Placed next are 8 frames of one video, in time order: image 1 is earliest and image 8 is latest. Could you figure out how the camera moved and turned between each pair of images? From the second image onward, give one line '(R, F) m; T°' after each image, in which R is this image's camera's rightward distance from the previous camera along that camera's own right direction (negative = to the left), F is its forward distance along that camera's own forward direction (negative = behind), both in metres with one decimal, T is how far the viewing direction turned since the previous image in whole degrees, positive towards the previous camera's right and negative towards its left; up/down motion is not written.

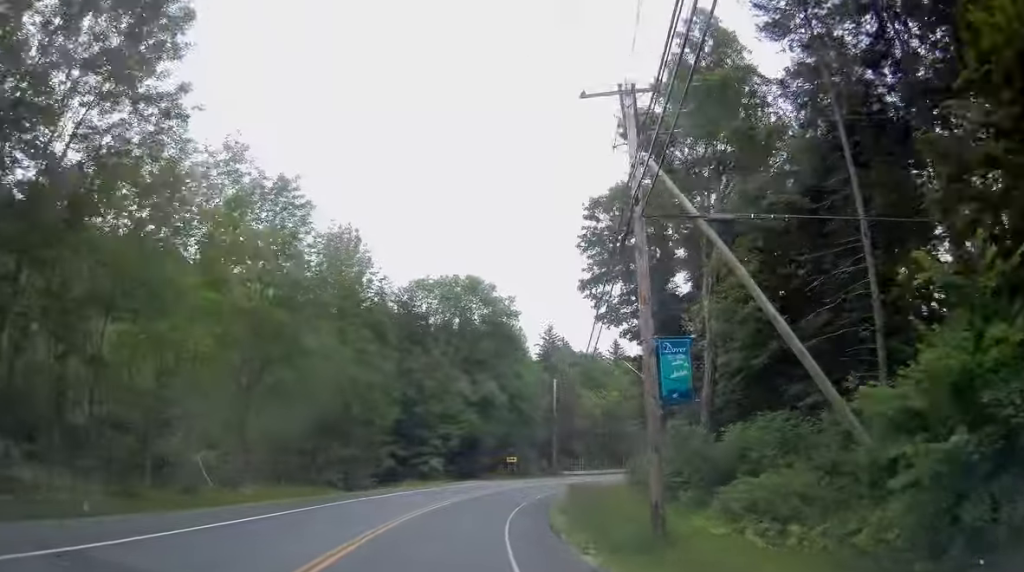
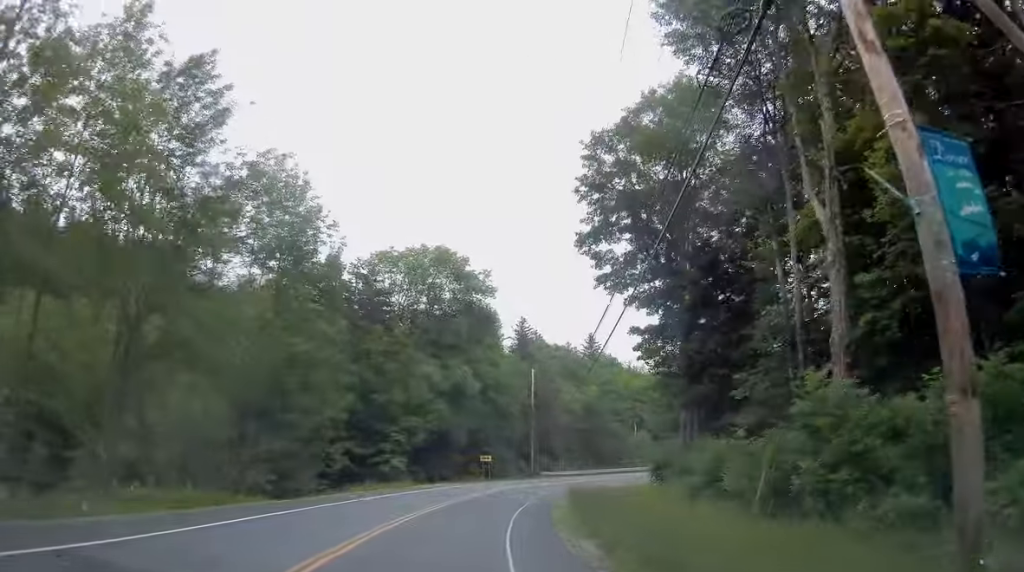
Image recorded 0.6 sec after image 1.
(0.0, +9.7) m; +3°
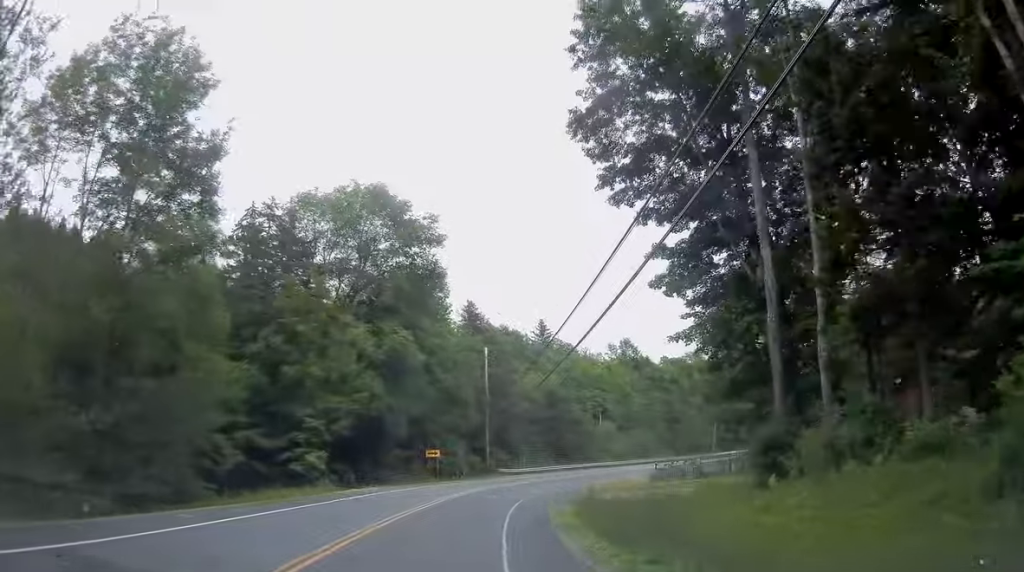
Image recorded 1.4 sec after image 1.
(+0.5, +13.8) m; +6°
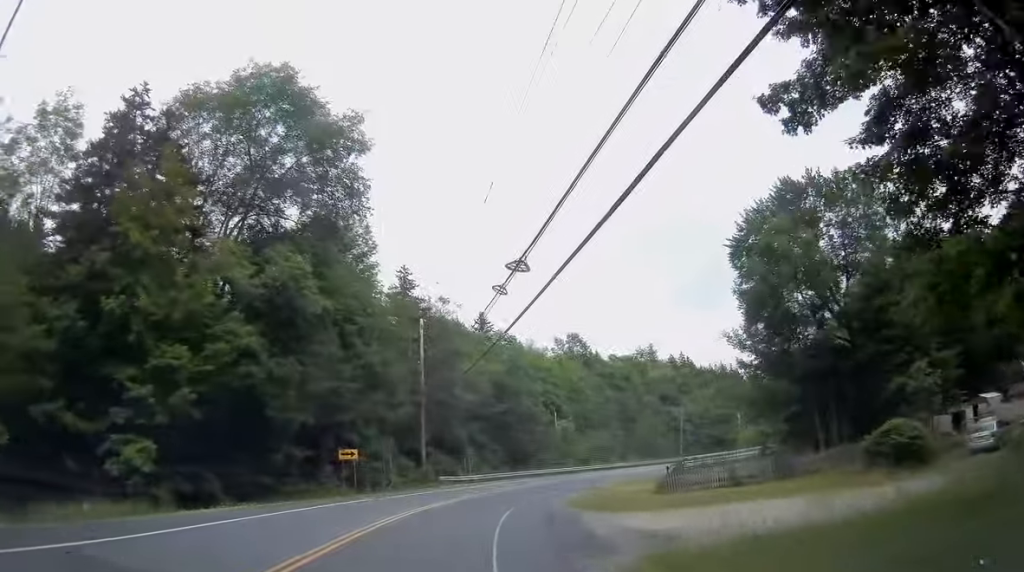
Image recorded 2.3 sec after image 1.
(+1.1, +16.0) m; +8°
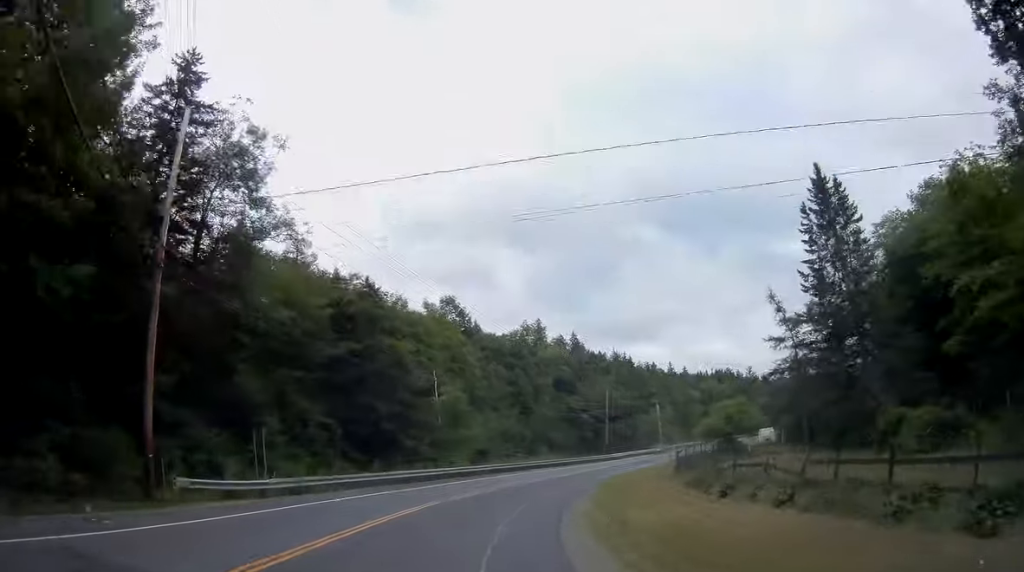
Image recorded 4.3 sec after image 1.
(+4.7, +33.4) m; +16°
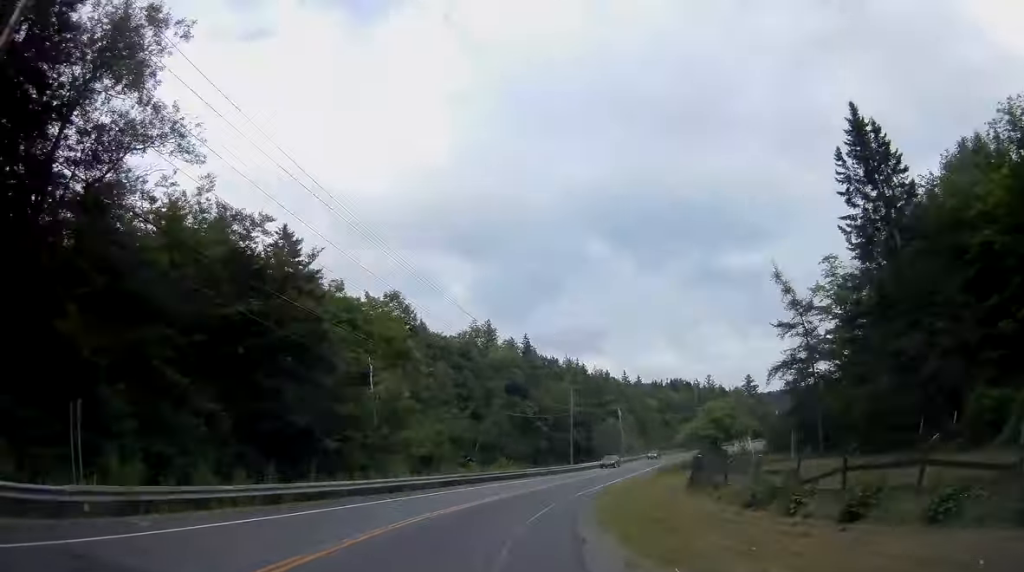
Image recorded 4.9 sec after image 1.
(+0.7, +10.8) m; +5°
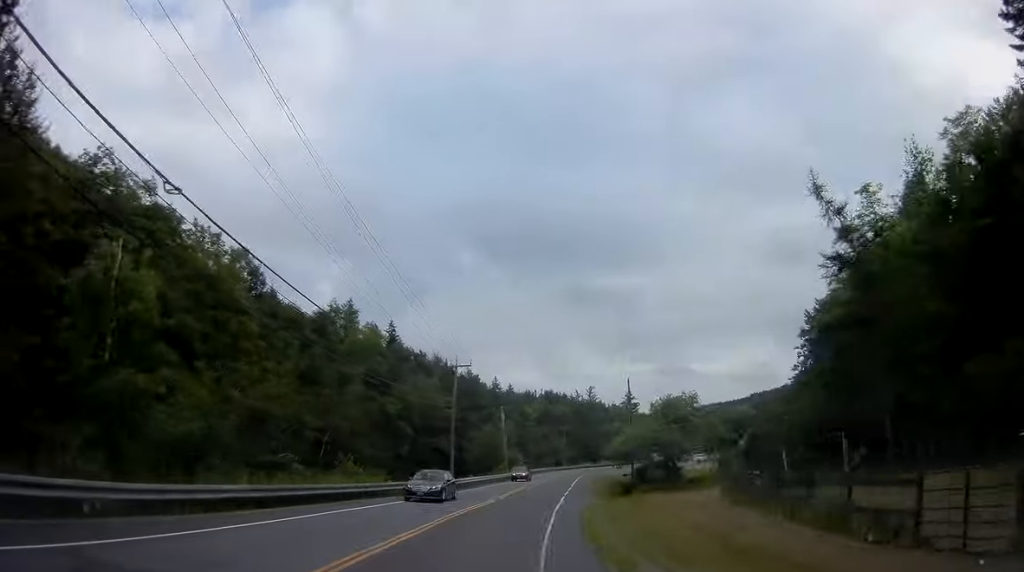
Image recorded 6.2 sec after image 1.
(+1.9, +22.1) m; +11°
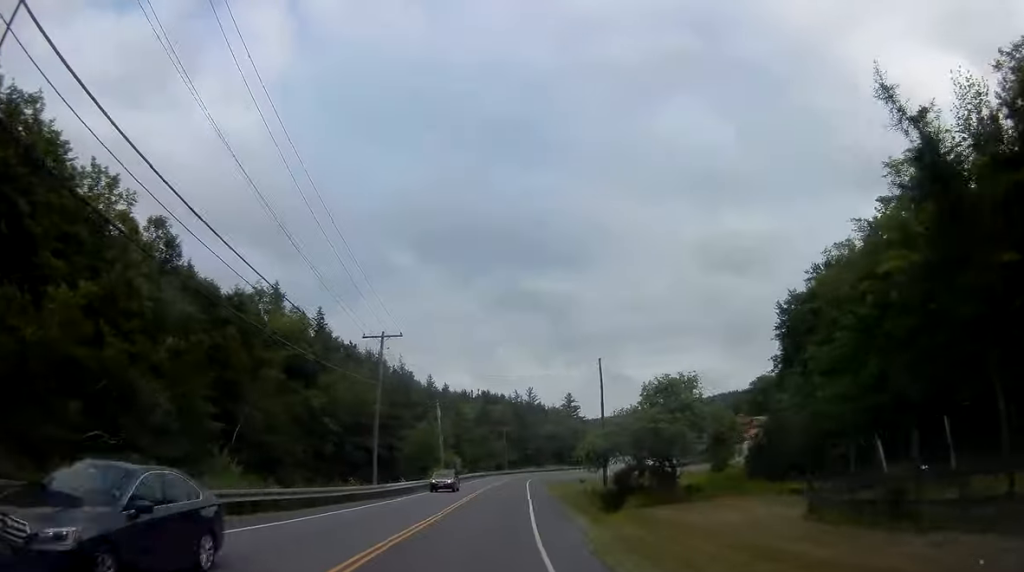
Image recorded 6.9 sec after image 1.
(+0.7, +11.3) m; +5°
